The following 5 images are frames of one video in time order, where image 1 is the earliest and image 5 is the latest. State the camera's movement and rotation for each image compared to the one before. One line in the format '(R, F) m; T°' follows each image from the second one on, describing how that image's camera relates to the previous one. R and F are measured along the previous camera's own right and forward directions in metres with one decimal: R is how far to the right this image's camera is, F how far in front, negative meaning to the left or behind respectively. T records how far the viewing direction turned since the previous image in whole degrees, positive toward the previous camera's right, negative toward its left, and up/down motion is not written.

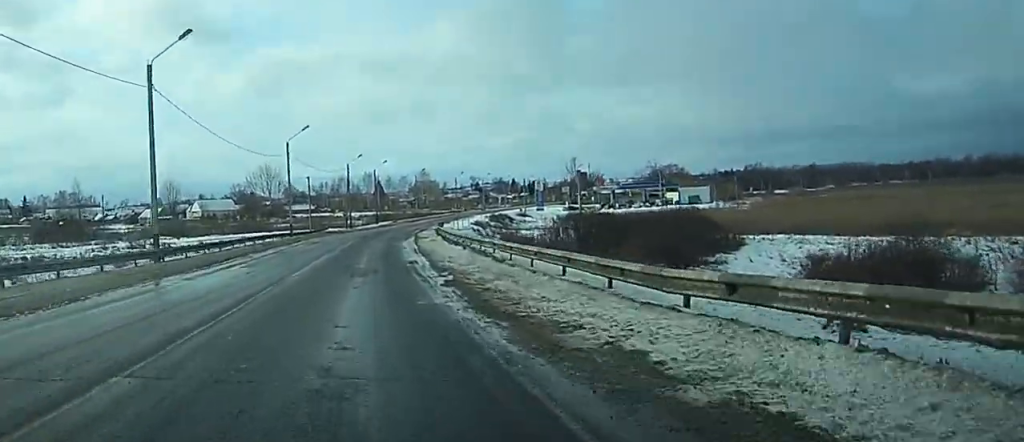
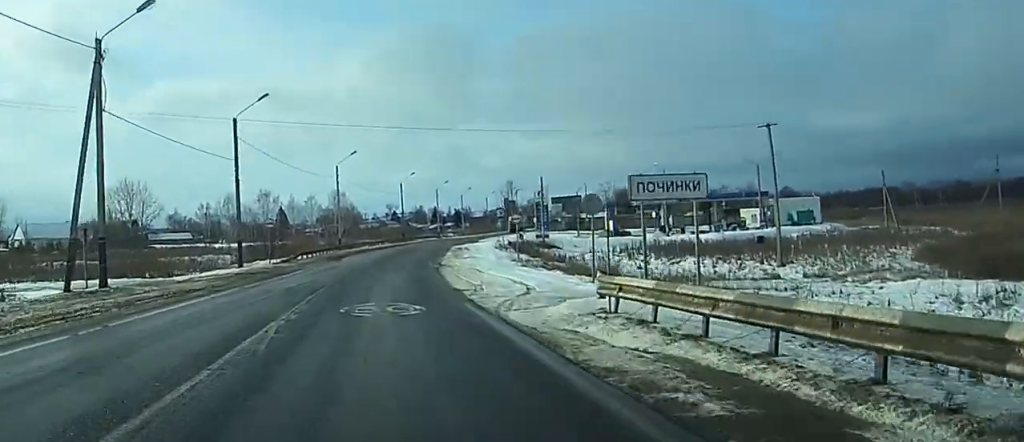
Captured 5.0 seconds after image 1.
(-1.3, +90.7) m; -2°
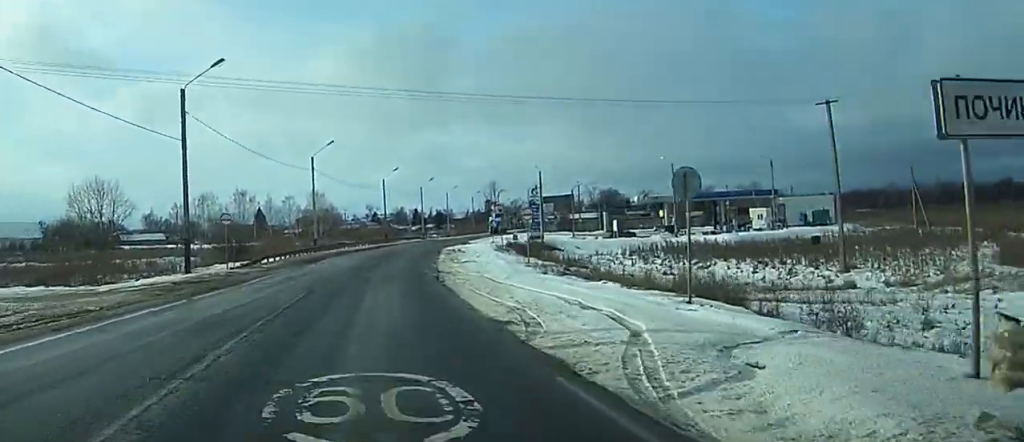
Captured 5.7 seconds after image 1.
(+0.6, +10.0) m; +4°
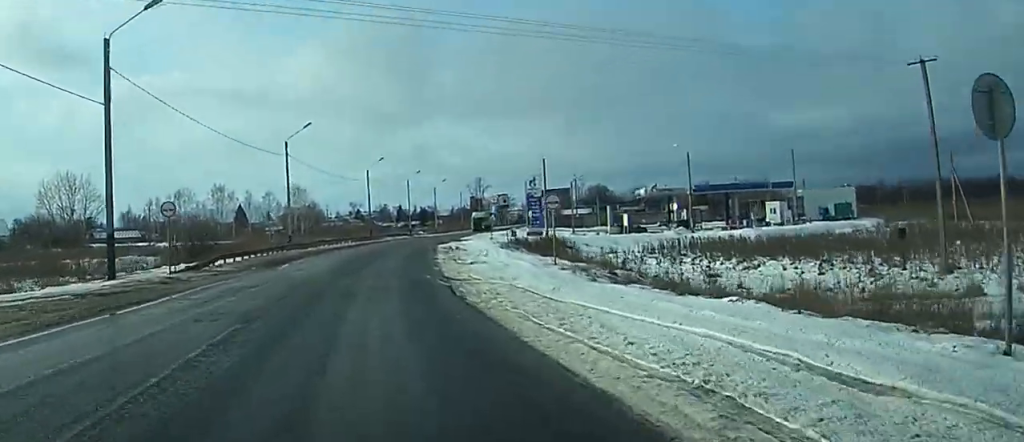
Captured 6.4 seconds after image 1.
(-0.1, +10.0) m; +2°
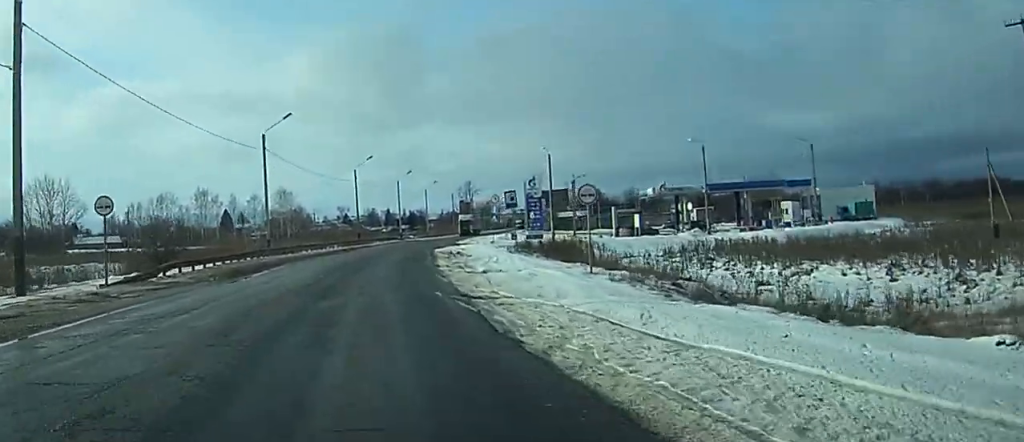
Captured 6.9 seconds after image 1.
(+0.2, +7.1) m; +1°
